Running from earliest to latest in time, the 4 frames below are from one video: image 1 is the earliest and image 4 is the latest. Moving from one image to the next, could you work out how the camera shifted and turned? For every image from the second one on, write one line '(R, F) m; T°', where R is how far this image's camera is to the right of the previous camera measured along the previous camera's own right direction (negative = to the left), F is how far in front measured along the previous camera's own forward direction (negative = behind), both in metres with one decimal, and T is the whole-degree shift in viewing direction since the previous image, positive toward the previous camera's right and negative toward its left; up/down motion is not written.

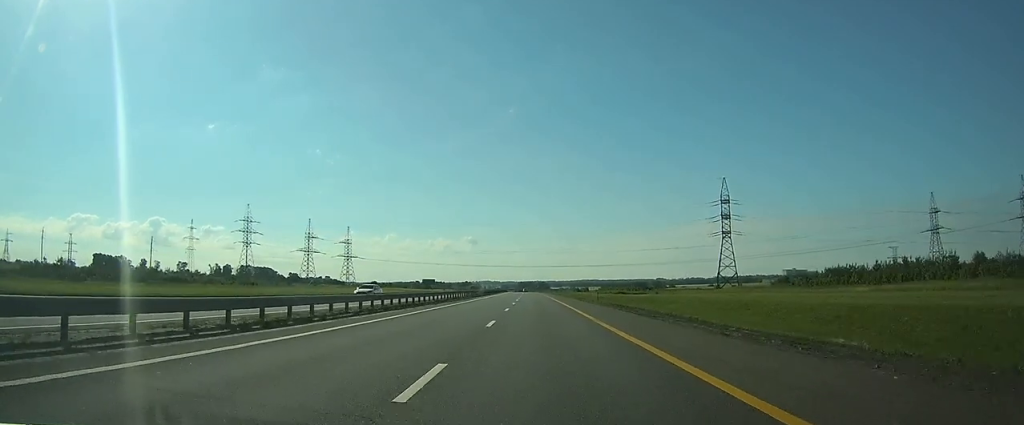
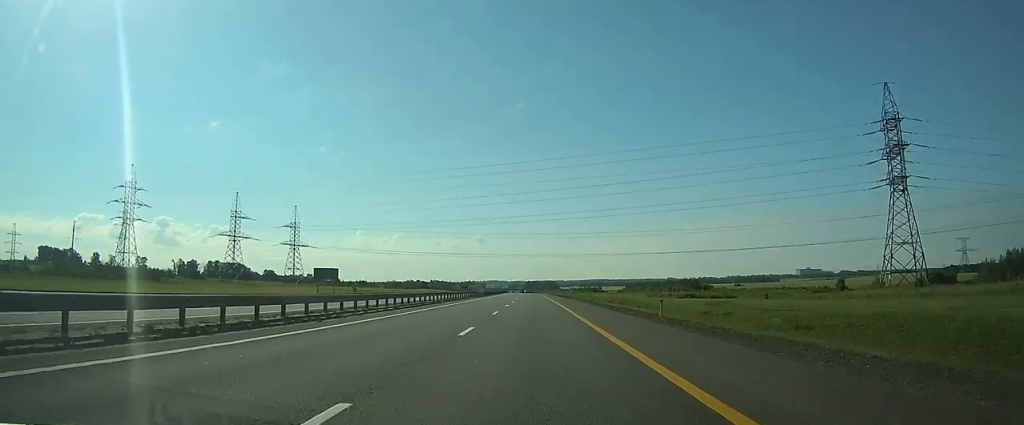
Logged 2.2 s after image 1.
(-0.2, +75.2) m; -1°
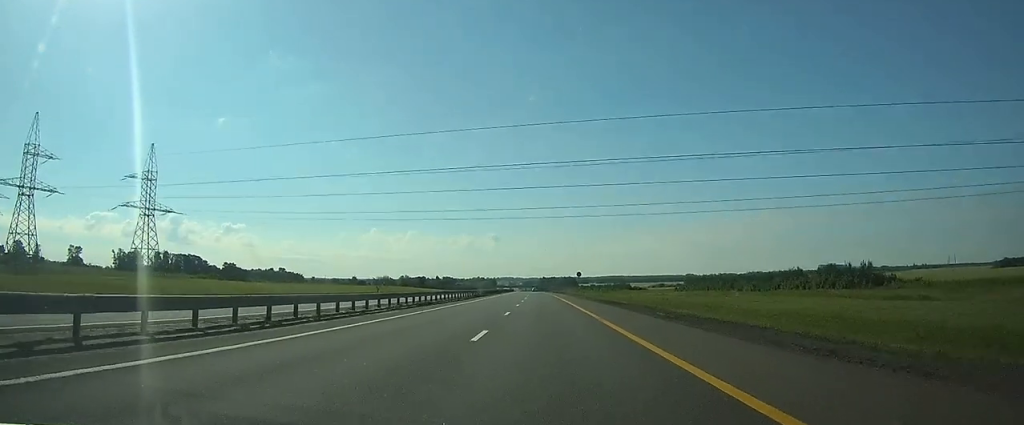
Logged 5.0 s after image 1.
(-1.5, +97.2) m; -2°
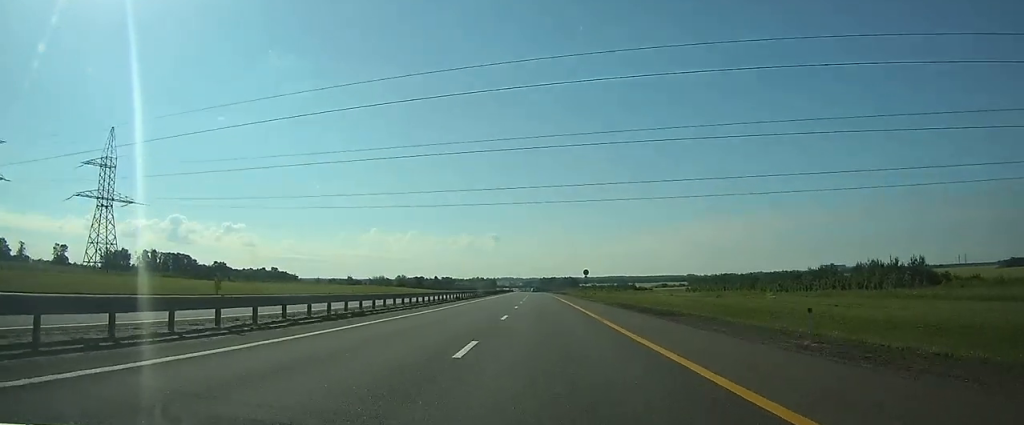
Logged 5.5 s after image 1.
(-0.1, +14.9) m; 0°
